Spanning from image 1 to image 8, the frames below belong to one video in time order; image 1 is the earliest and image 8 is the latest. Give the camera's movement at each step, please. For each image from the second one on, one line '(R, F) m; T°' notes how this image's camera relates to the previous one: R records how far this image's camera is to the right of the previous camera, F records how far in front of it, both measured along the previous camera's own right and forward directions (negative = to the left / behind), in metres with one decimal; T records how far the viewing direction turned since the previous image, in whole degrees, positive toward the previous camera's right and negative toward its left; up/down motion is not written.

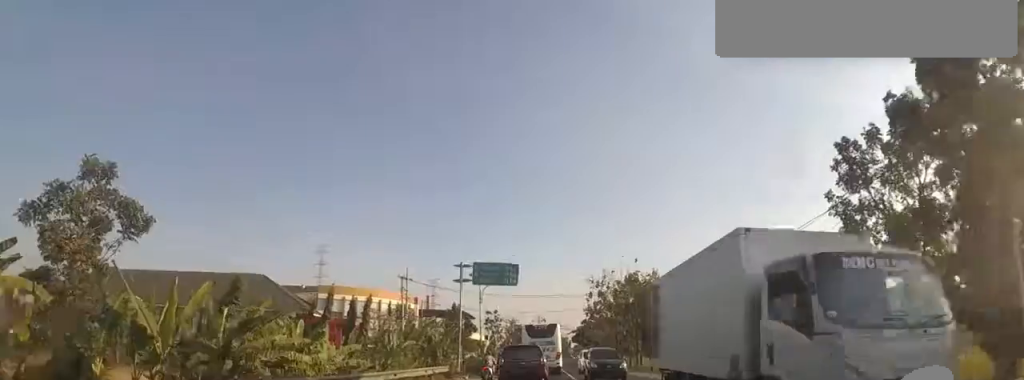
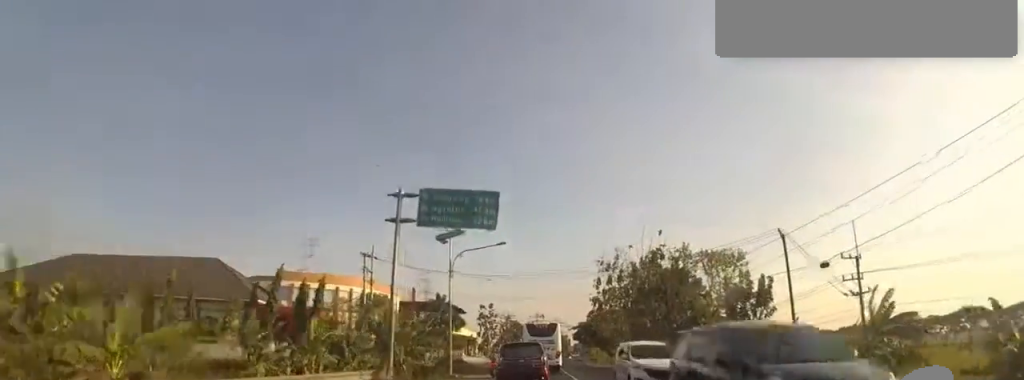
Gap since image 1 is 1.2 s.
(0.0, +11.8) m; -1°
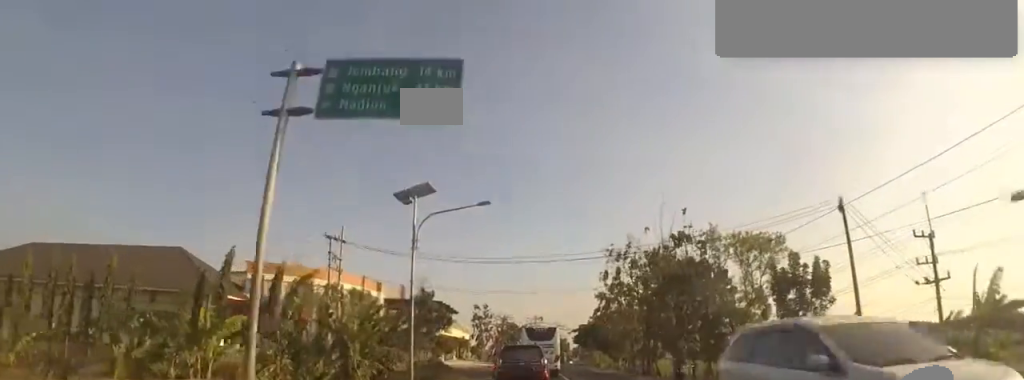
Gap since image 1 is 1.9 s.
(+0.1, +7.3) m; -2°
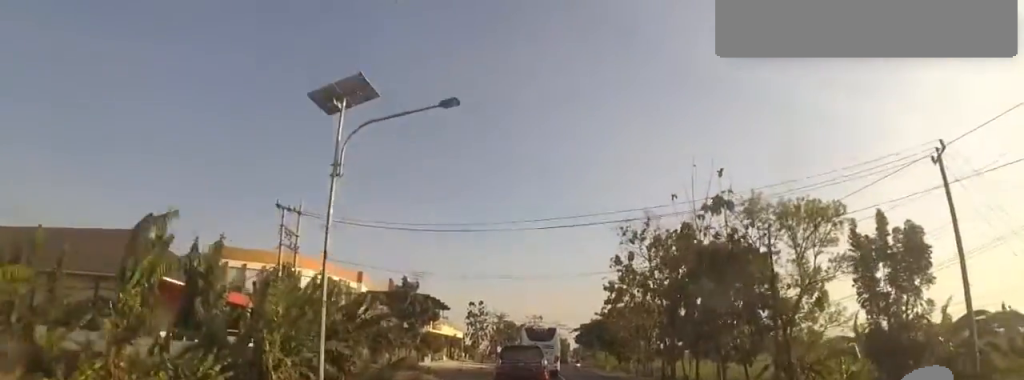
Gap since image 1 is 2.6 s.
(-0.2, +7.6) m; 0°
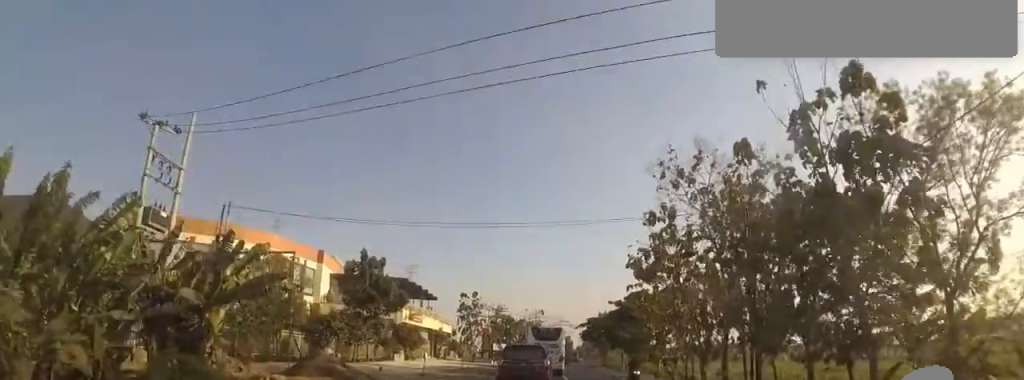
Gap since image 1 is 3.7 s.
(+0.1, +11.9) m; +1°
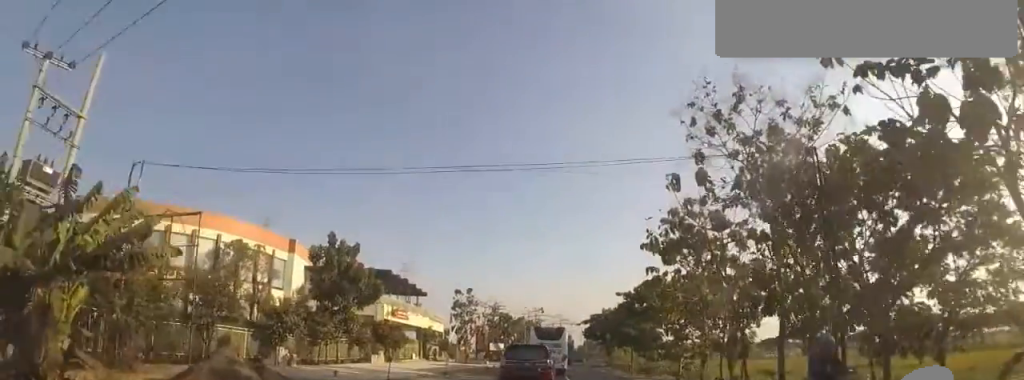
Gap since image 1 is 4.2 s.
(0.0, +5.9) m; 0°
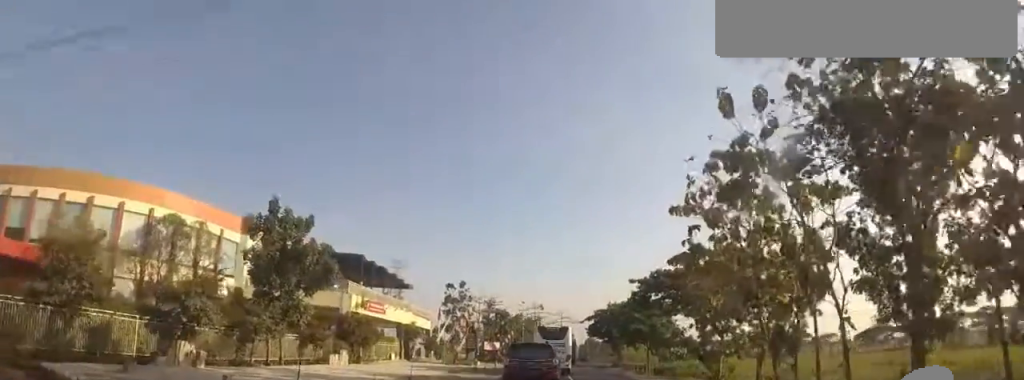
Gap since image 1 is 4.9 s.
(+0.1, +7.4) m; -1°
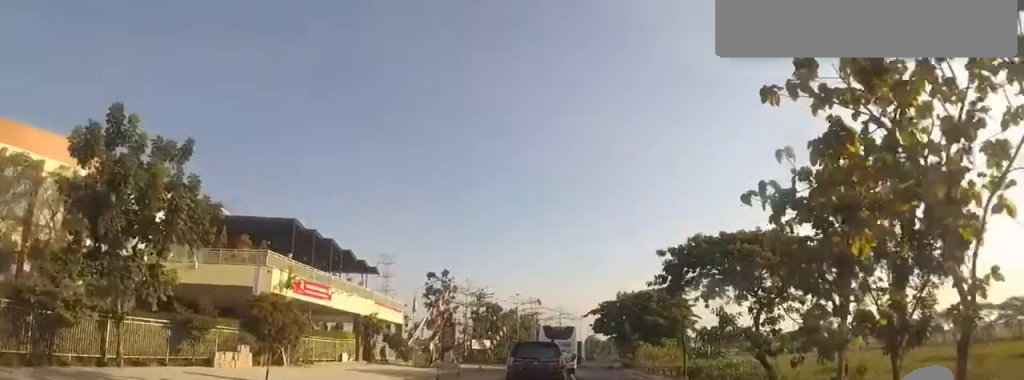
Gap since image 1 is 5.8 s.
(-0.3, +11.0) m; +2°
